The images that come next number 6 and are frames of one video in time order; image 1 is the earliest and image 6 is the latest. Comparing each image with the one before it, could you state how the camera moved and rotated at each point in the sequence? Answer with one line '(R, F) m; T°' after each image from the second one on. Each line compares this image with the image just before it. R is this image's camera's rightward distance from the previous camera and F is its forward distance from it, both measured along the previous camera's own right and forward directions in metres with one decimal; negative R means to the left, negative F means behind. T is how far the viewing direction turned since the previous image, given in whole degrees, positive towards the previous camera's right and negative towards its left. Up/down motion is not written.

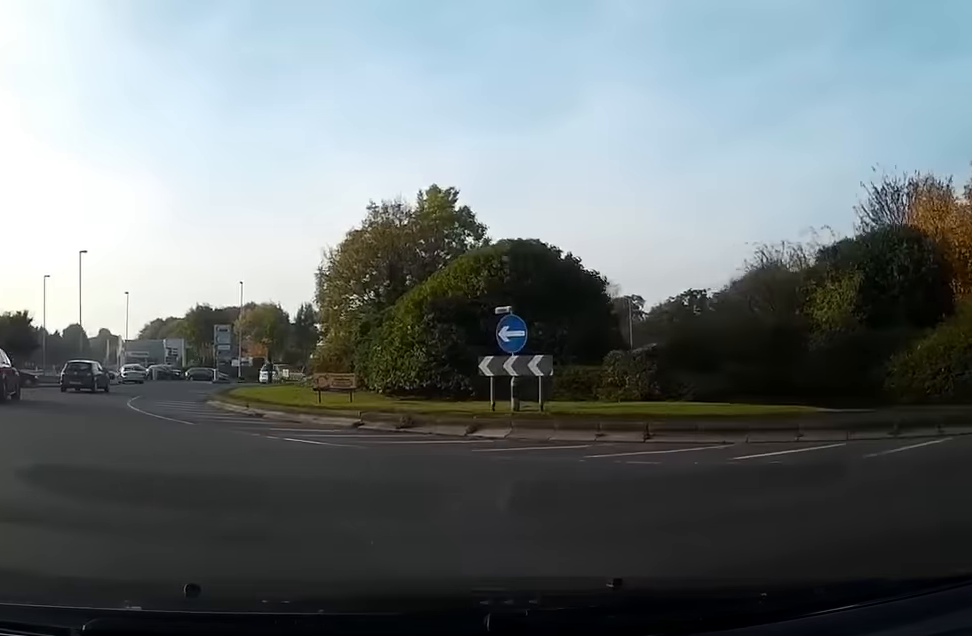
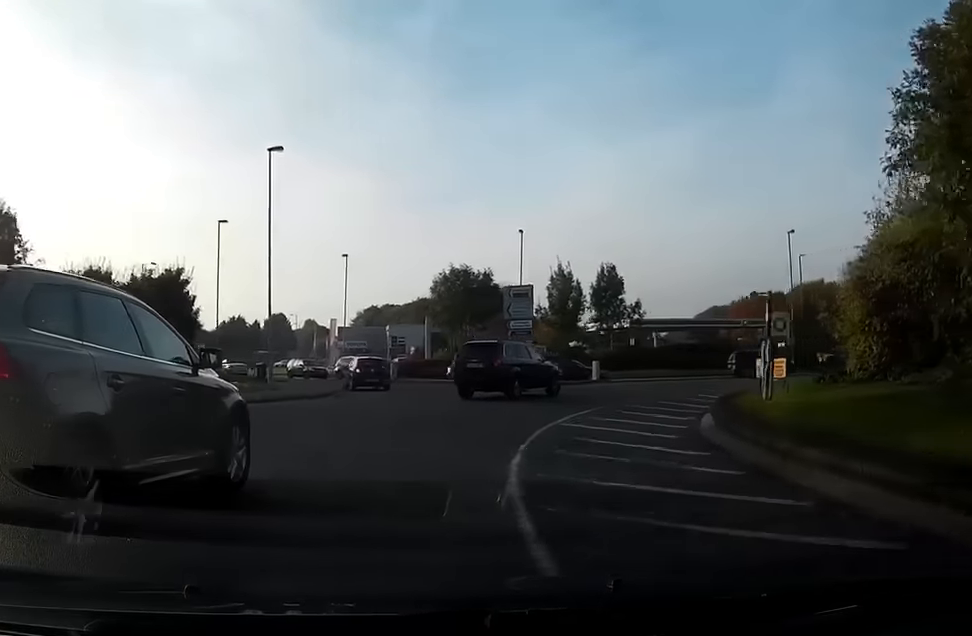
(-5.8, +25.3) m; -12°
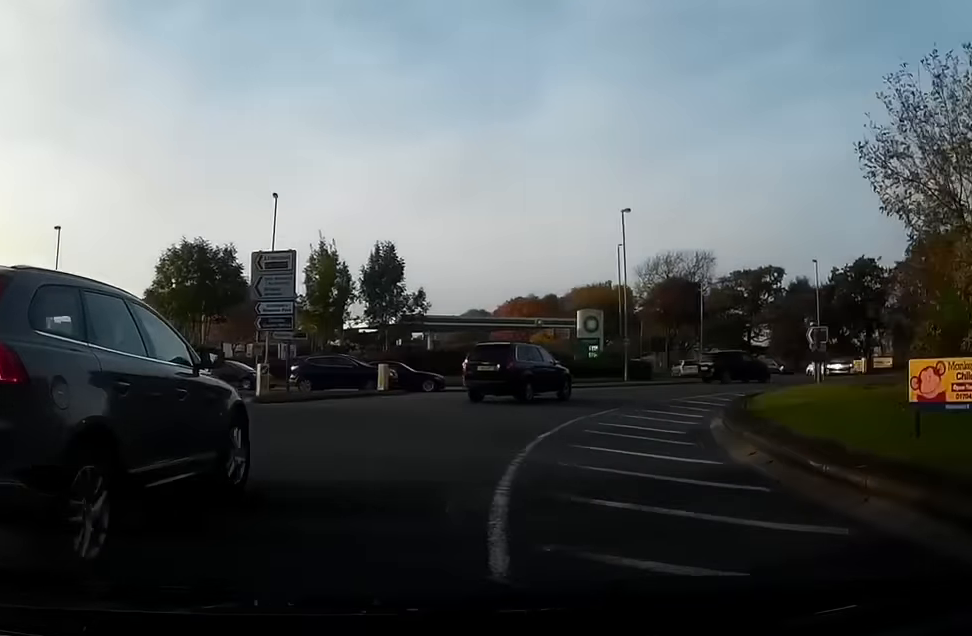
(+1.2, +12.3) m; +15°
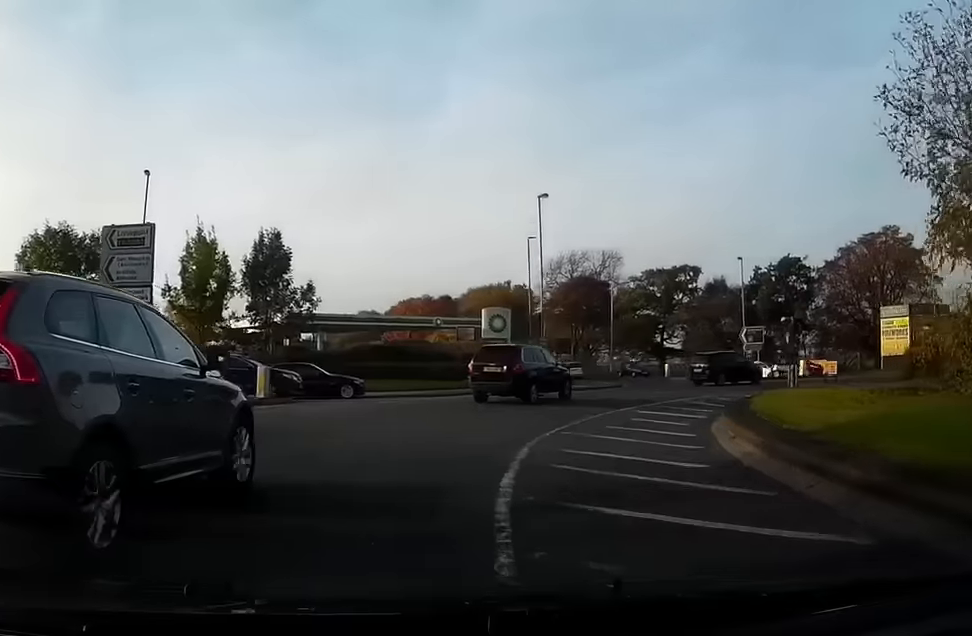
(+0.4, +5.1) m; +8°
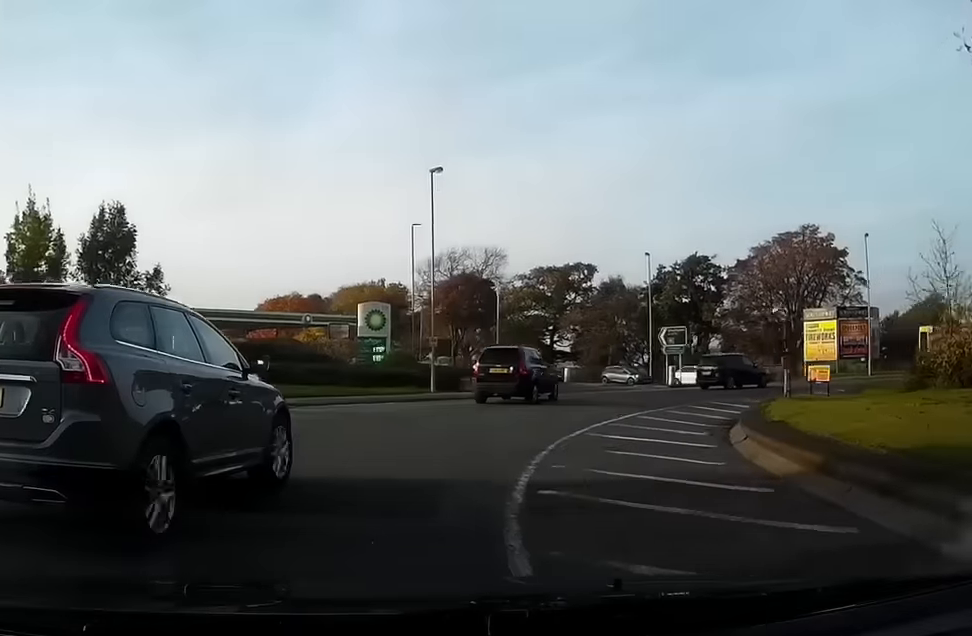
(+0.5, +6.6) m; +11°
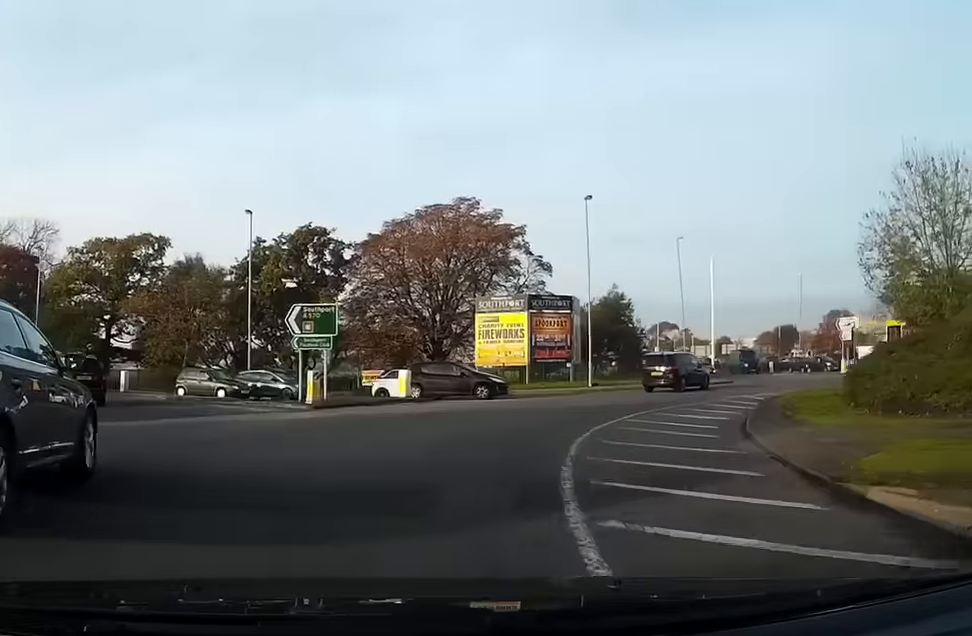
(+5.2, +17.2) m; +36°
